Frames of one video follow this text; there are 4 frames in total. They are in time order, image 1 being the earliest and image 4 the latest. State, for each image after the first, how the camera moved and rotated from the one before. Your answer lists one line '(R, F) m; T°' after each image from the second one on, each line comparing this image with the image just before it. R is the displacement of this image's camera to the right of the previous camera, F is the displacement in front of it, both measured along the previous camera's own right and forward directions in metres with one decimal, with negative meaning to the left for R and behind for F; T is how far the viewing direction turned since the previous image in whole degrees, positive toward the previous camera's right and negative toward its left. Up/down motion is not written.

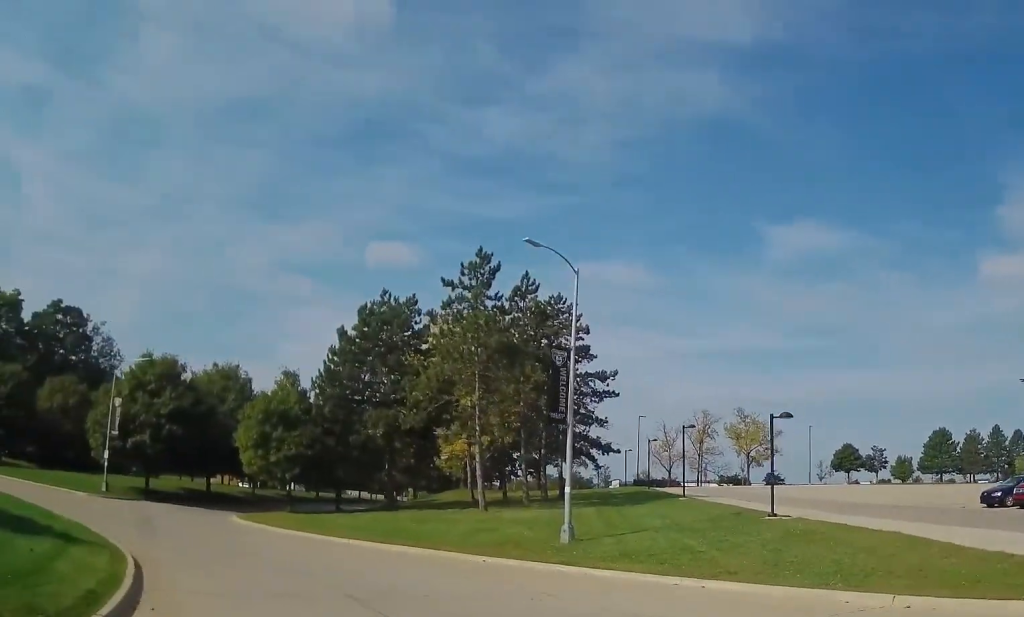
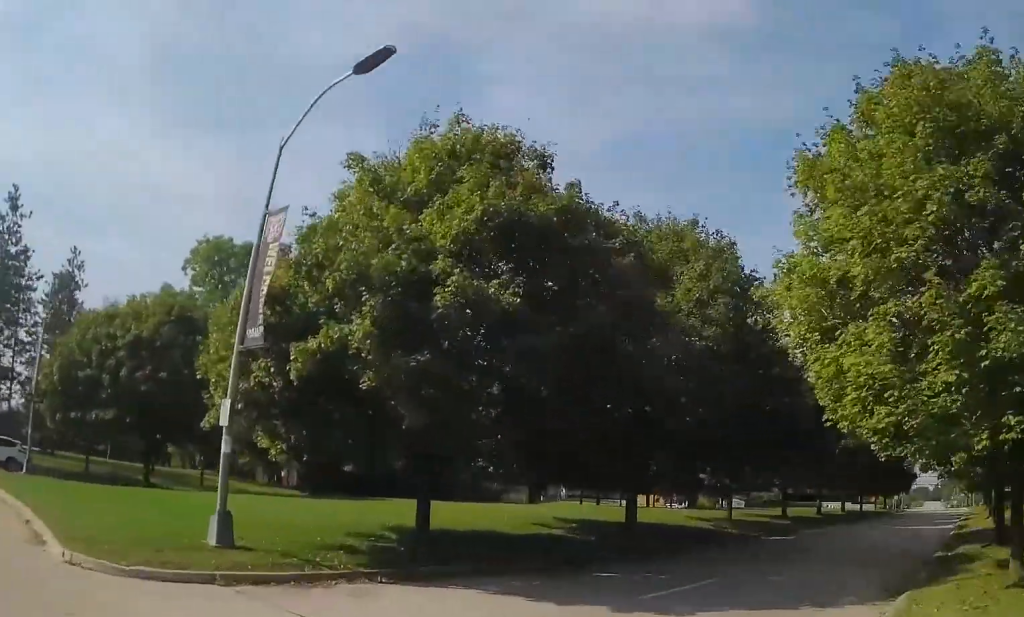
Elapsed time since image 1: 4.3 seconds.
(-23.4, +28.6) m; -47°
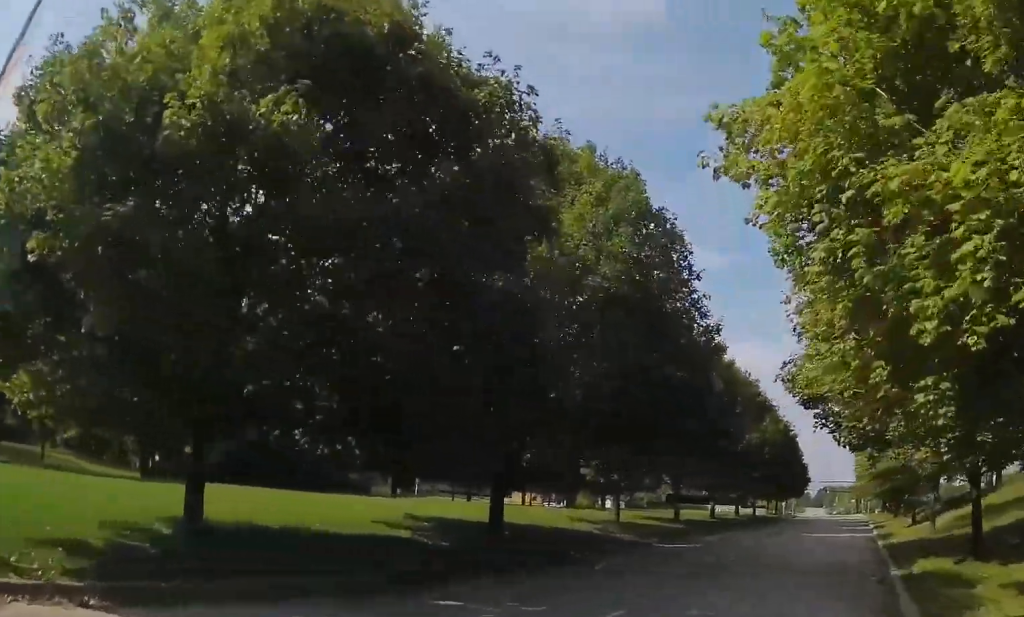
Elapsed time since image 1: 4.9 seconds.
(+0.1, +5.3) m; +4°
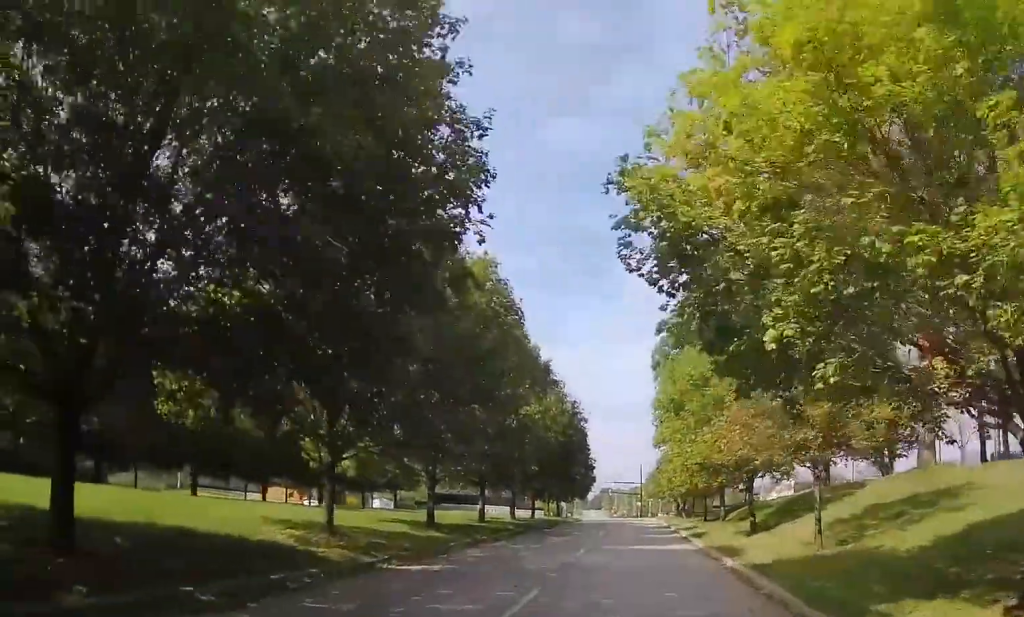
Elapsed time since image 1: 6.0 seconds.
(+0.7, +10.0) m; +7°
